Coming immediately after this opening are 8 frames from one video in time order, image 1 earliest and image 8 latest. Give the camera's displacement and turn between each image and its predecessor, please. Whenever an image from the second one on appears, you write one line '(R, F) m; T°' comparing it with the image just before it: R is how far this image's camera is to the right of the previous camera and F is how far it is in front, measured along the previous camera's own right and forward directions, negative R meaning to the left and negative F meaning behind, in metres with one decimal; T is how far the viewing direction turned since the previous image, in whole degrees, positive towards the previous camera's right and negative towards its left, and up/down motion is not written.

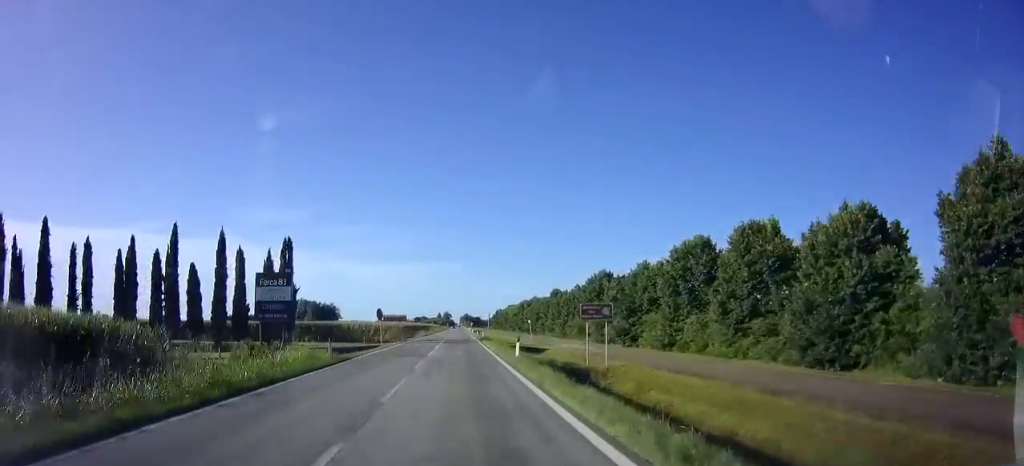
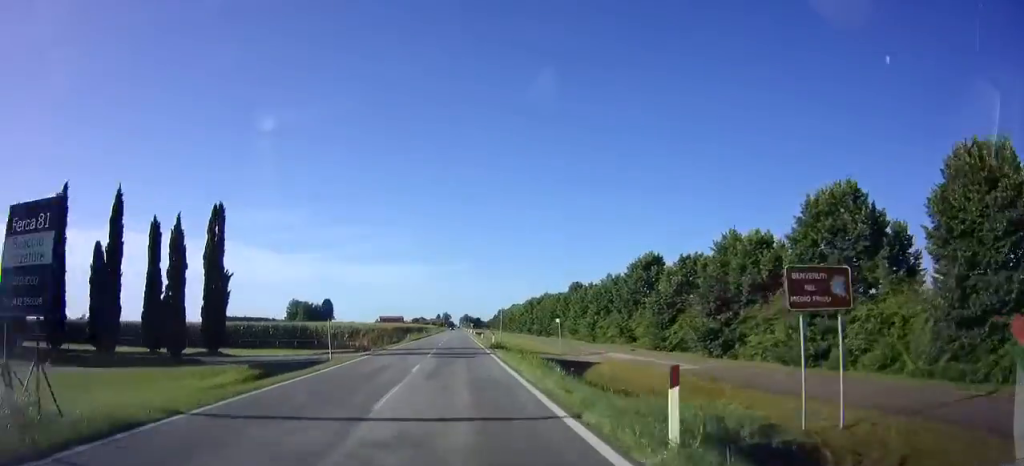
(0.0, +15.8) m; 0°
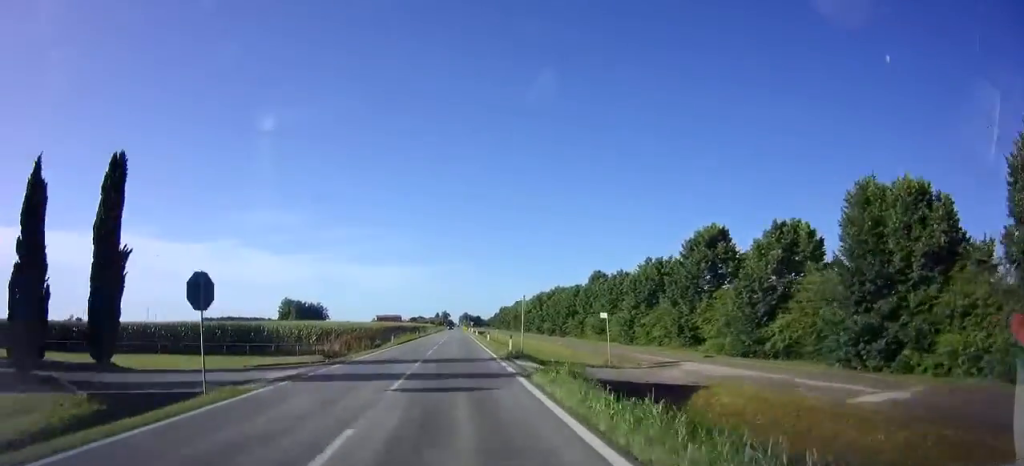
(0.0, +12.4) m; 0°
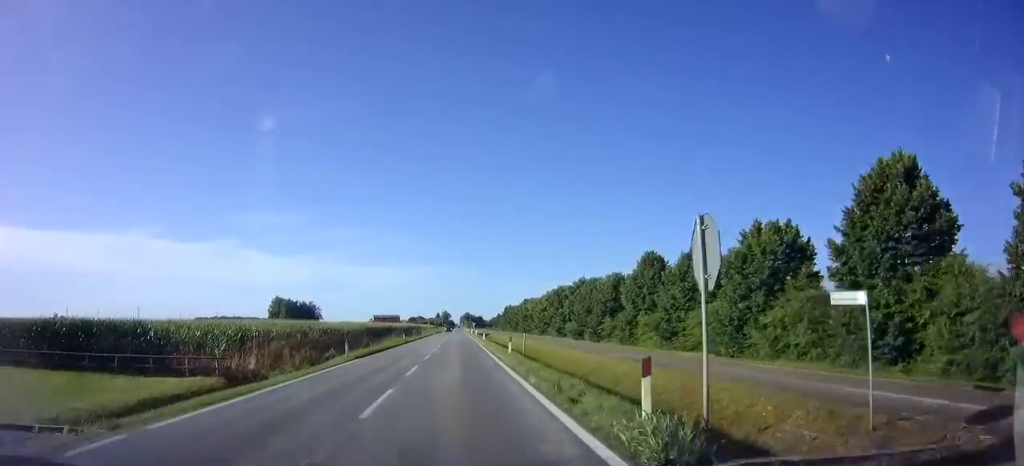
(0.0, +18.0) m; 0°
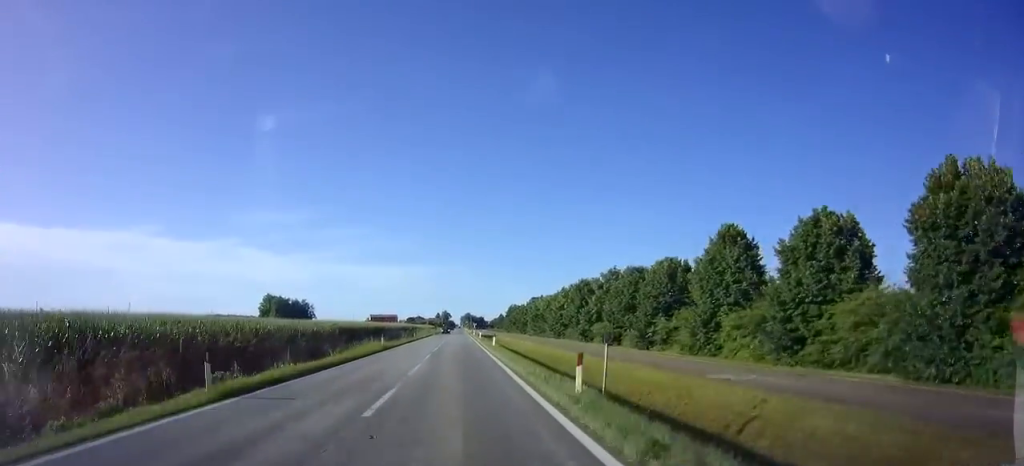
(+0.1, +13.9) m; 0°
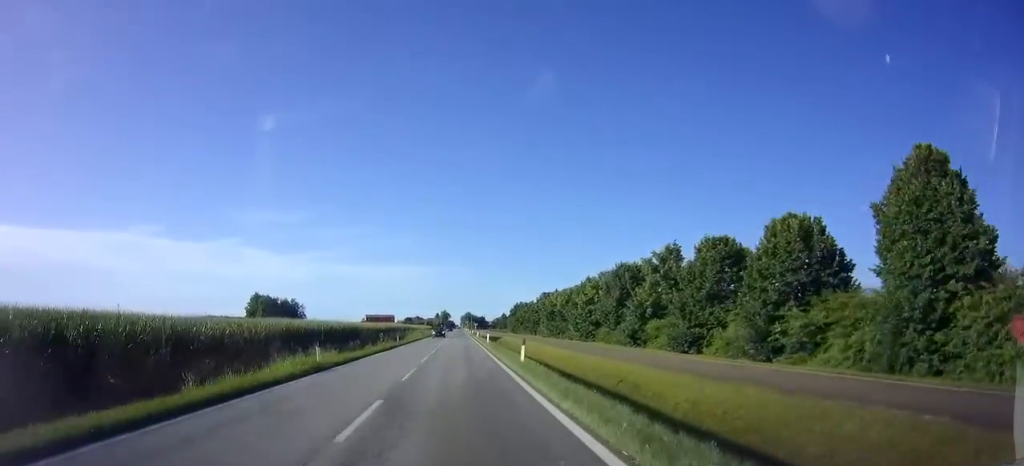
(0.0, +16.4) m; 0°
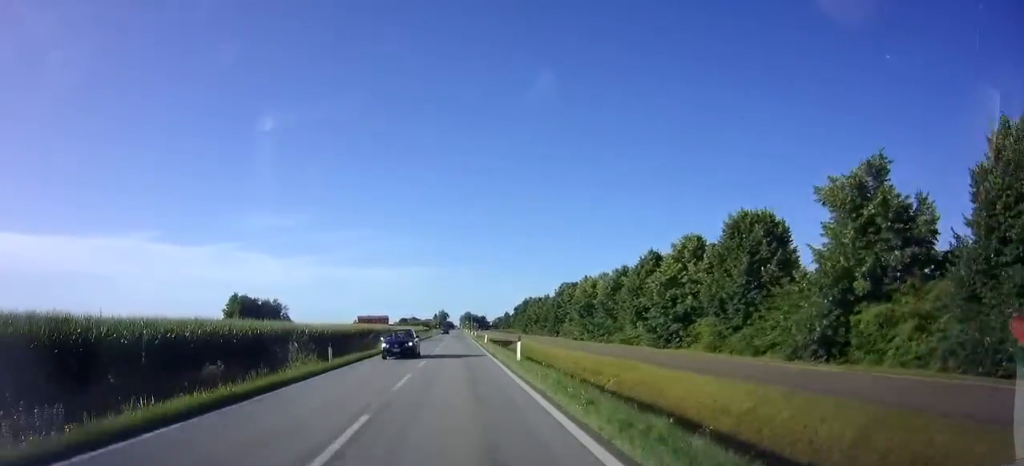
(0.0, +23.0) m; 0°
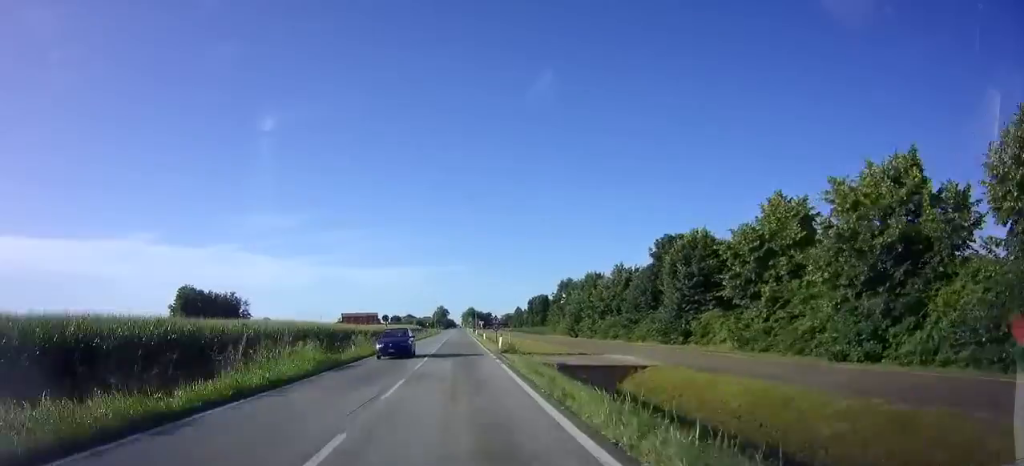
(0.0, +45.2) m; 0°
